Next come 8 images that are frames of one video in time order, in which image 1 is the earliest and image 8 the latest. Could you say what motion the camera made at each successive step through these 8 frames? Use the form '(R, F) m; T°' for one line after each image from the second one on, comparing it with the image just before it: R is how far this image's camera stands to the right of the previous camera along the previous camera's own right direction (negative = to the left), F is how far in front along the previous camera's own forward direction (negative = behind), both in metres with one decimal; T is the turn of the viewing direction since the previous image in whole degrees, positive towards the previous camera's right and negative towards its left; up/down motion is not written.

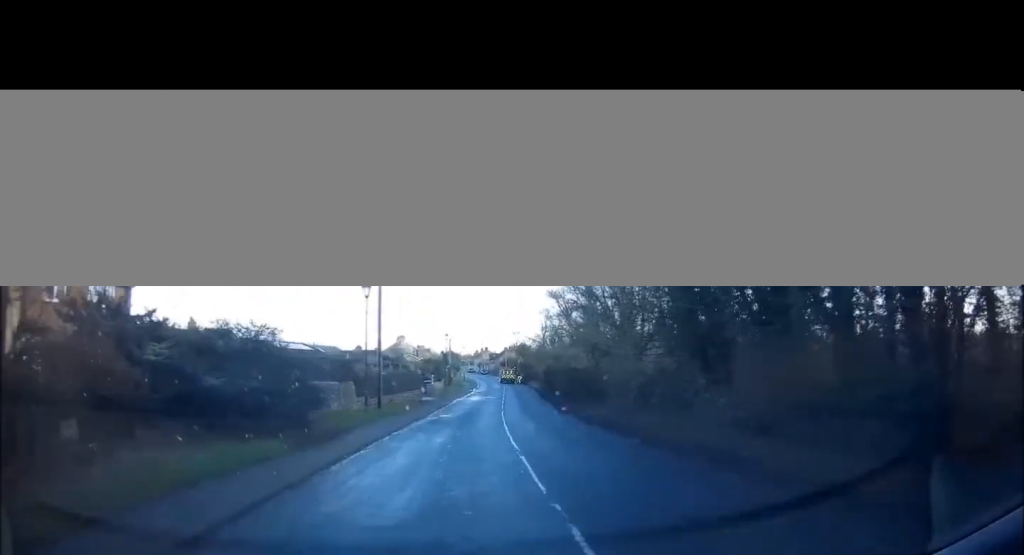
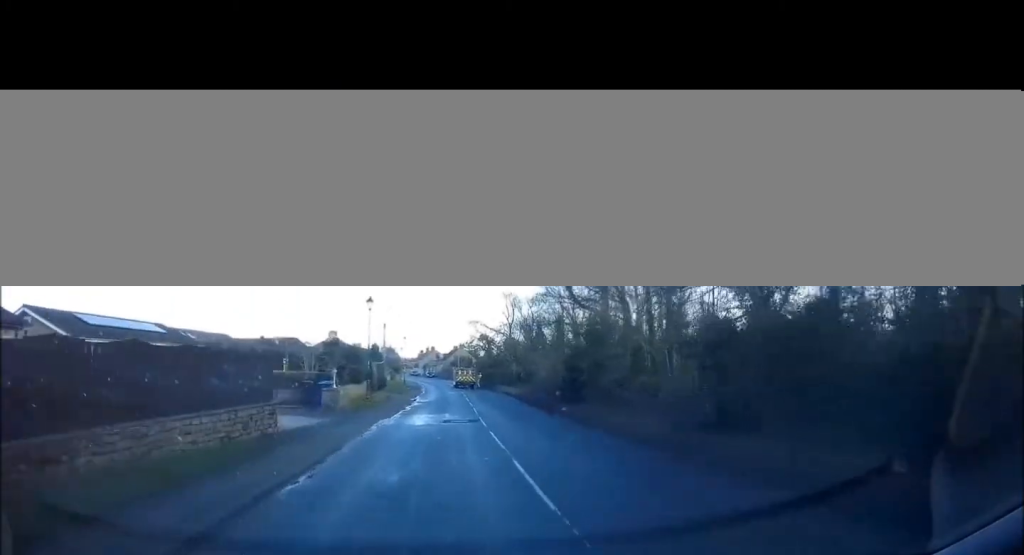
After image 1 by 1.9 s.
(+1.2, +23.3) m; +7°
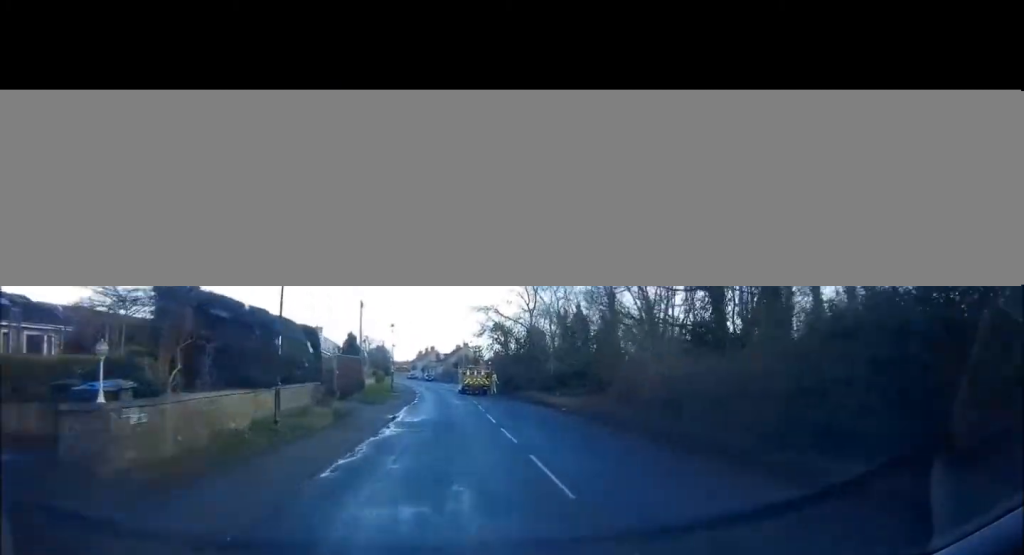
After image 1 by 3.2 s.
(+0.1, +16.8) m; -1°
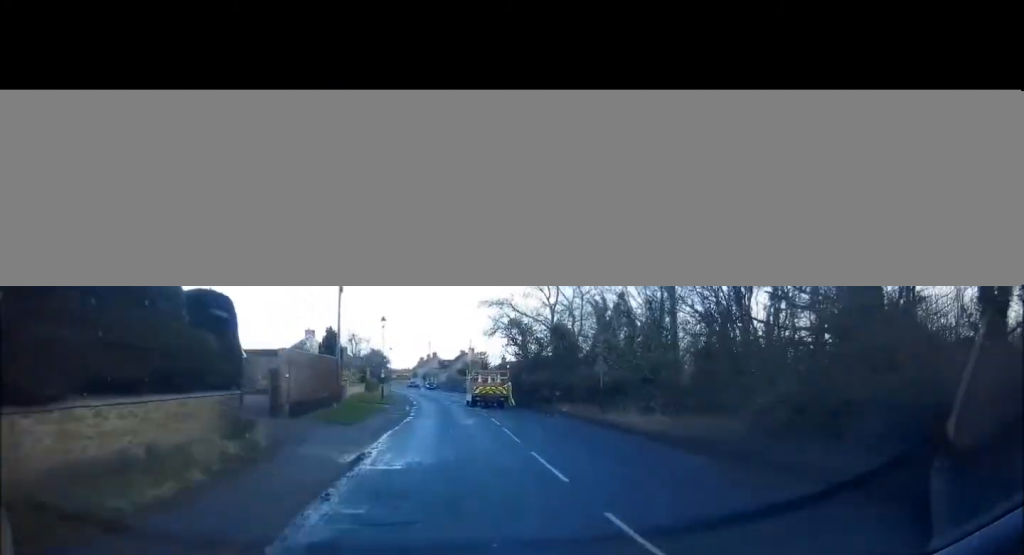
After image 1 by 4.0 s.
(-0.1, +9.7) m; 0°
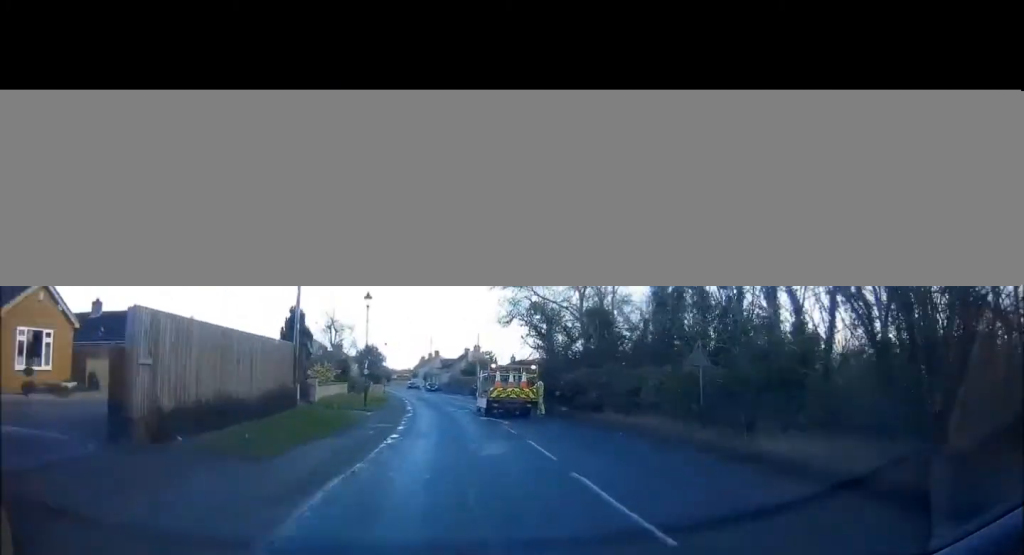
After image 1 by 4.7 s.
(-0.1, +9.1) m; +1°
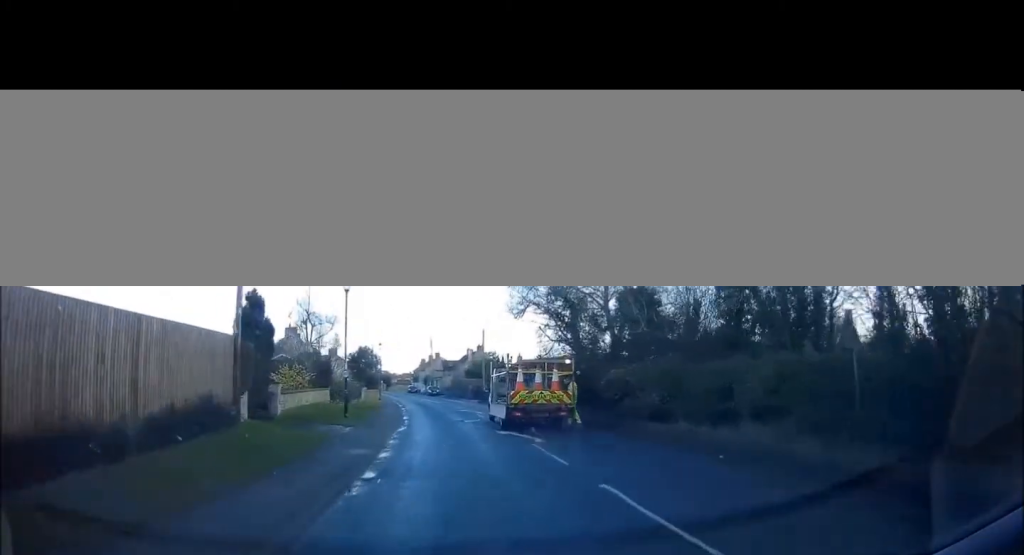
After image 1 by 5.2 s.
(+0.2, +6.1) m; 0°
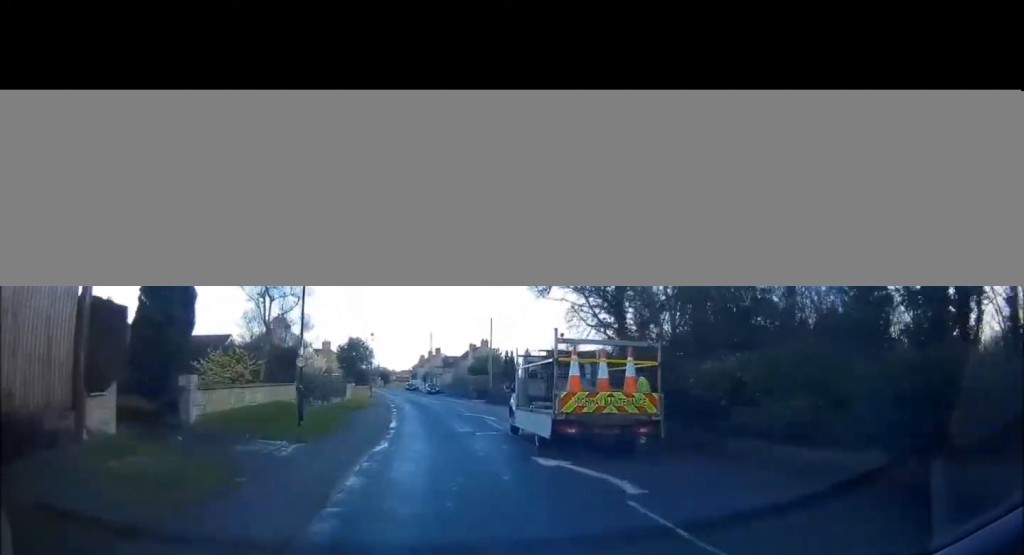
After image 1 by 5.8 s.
(+0.1, +6.9) m; 0°
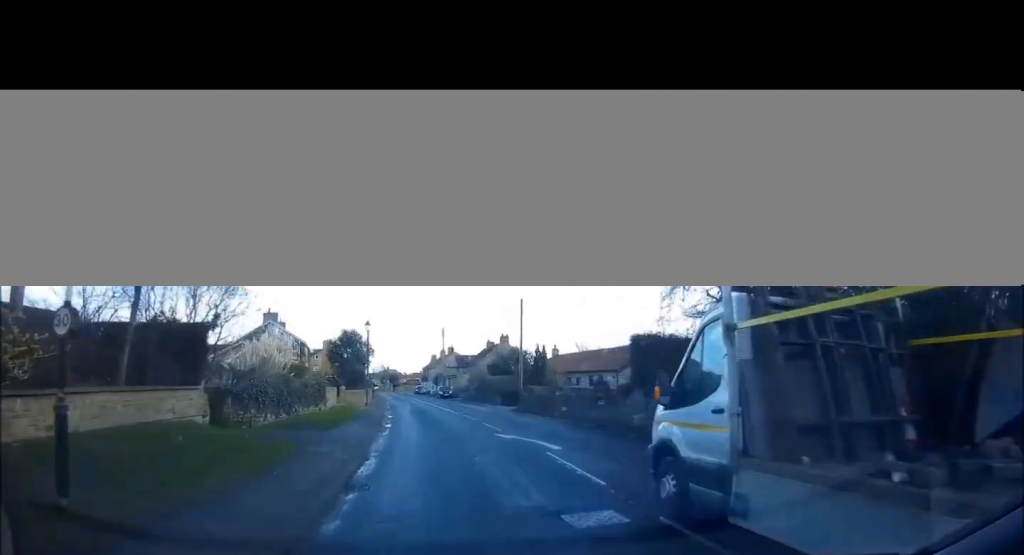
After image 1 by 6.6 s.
(-0.3, +10.1) m; -3°
